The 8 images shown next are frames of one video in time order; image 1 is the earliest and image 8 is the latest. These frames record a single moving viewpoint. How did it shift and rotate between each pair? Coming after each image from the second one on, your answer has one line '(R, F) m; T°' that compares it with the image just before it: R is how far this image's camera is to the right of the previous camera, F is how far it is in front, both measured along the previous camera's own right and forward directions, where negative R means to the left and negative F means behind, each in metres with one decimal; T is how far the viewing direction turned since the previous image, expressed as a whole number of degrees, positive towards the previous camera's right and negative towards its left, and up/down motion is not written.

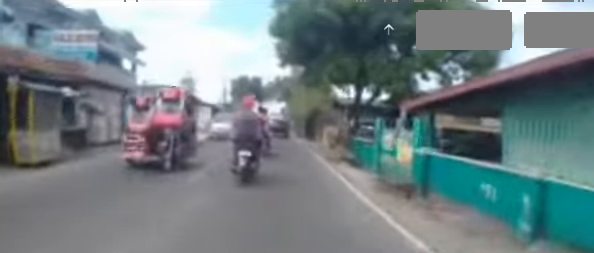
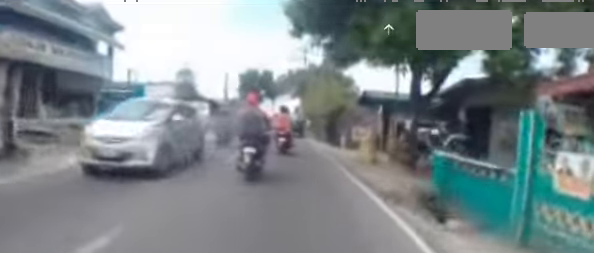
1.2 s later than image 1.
(+0.6, +5.7) m; +5°
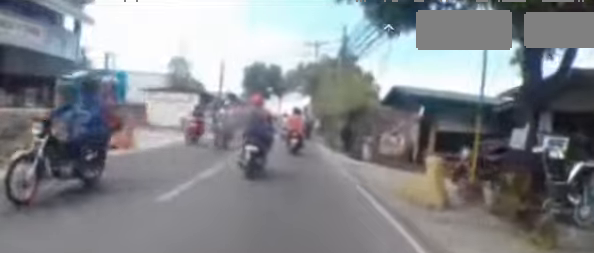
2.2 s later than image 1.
(-0.1, +4.4) m; -5°
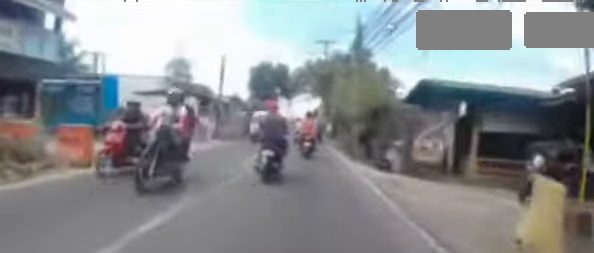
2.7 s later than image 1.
(-0.3, +2.5) m; 0°
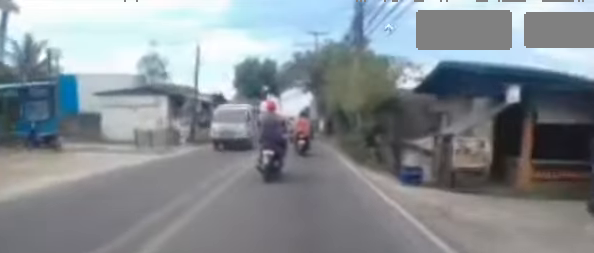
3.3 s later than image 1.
(0.0, +2.9) m; 0°
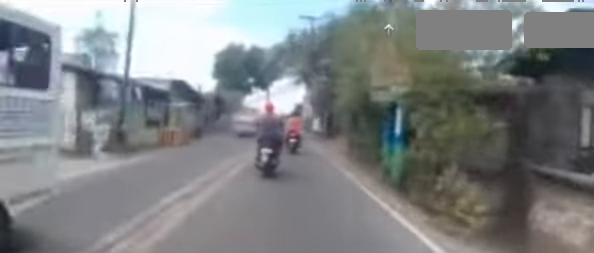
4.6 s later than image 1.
(+0.1, +6.0) m; -2°
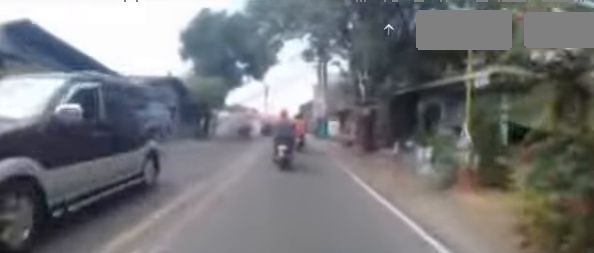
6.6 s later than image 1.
(+0.2, +10.6) m; +3°
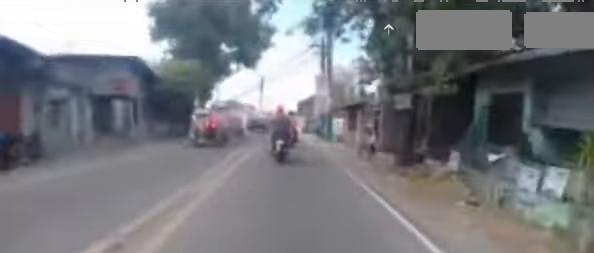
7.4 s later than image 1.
(0.0, +4.0) m; 0°
